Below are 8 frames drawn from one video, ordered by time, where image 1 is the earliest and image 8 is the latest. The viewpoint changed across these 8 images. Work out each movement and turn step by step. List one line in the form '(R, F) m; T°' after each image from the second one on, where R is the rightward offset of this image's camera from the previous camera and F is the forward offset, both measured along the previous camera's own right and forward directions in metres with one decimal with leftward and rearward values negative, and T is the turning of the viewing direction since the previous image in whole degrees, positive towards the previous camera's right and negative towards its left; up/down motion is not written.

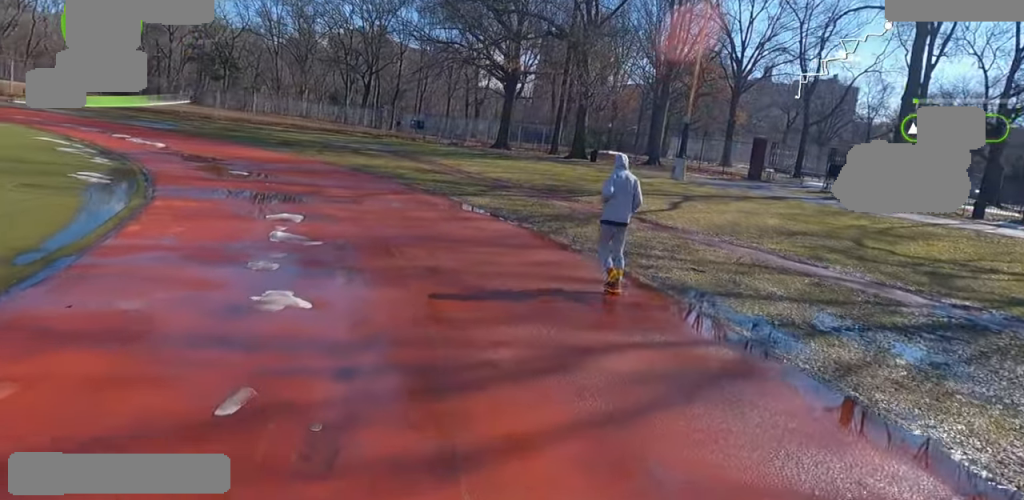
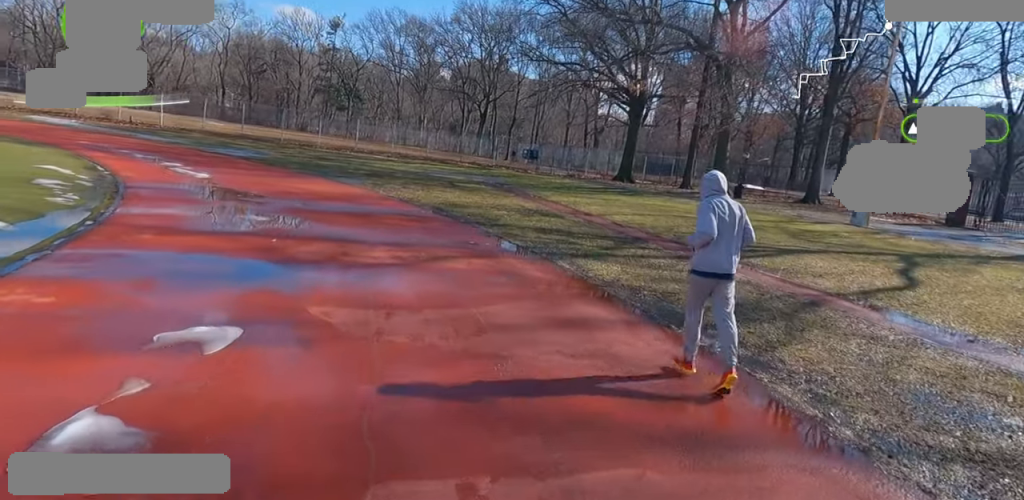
(+0.6, +6.2) m; +2°
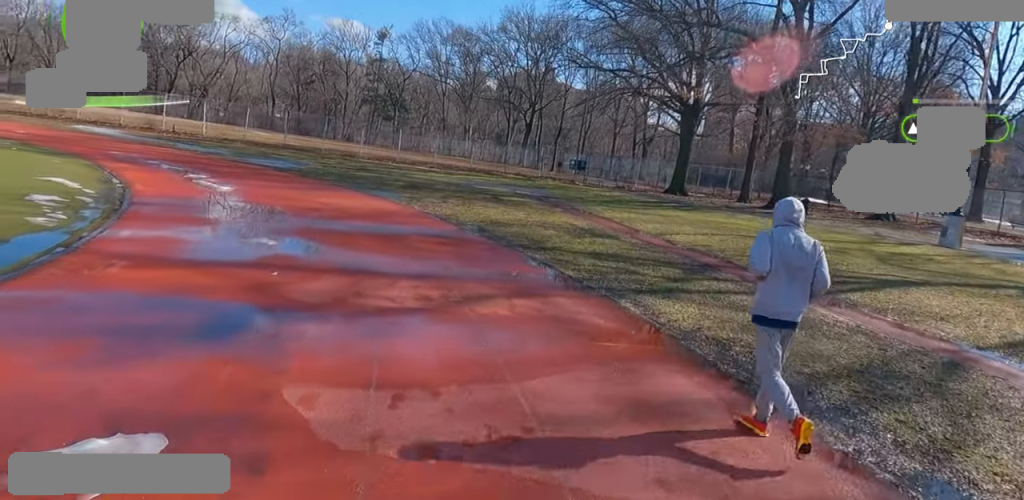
(+0.1, +2.0) m; -5°
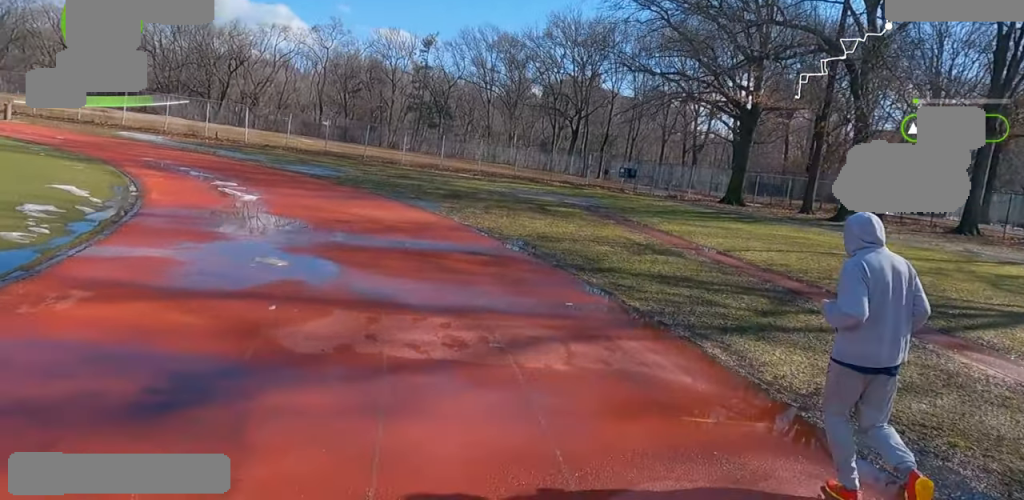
(-0.1, +1.9) m; -8°
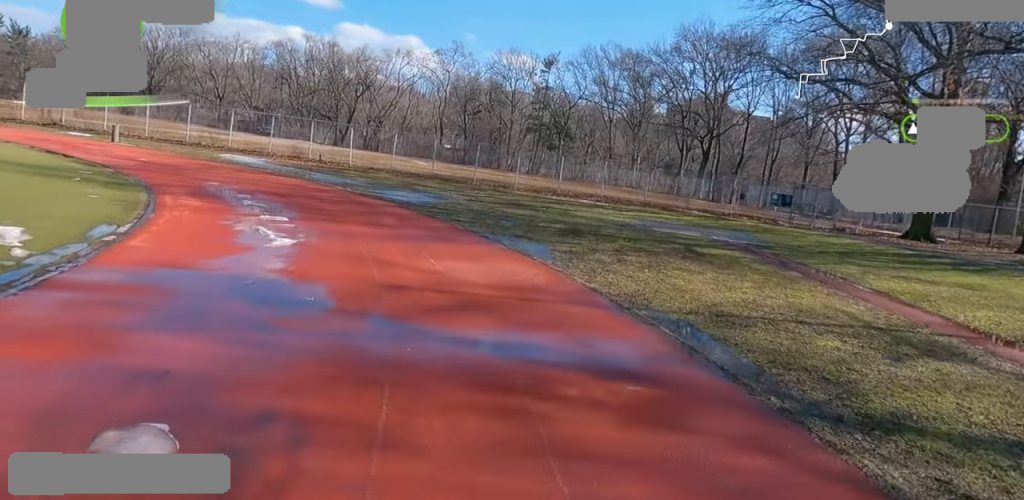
(-1.4, +5.5) m; -27°
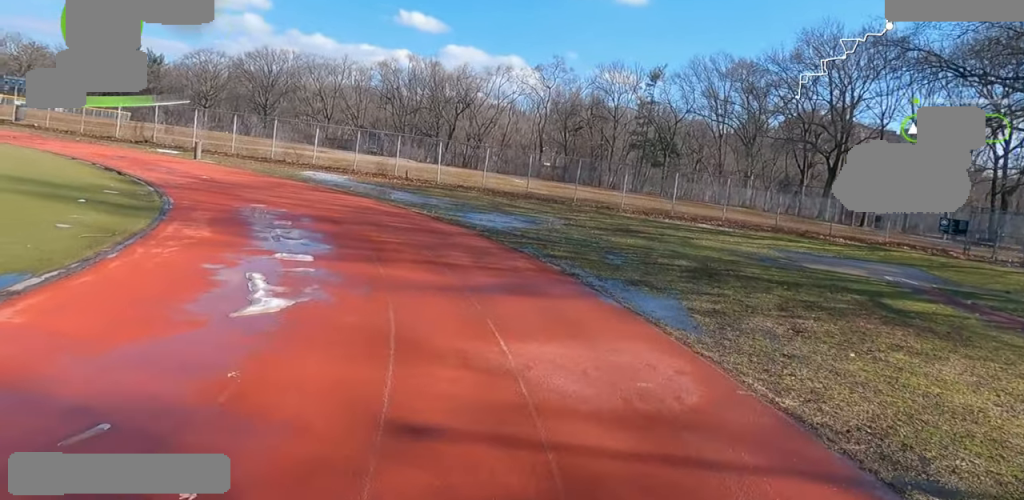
(-0.6, +4.9) m; -9°
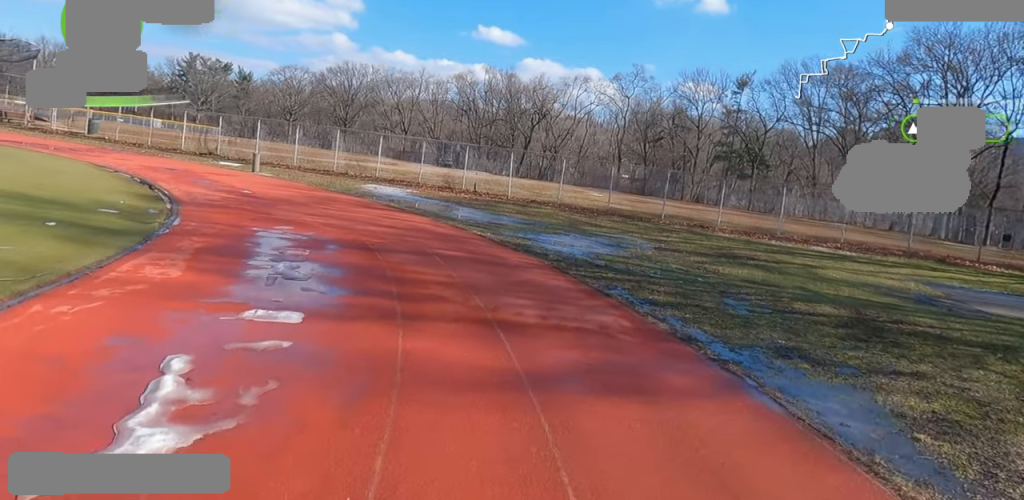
(0.0, +4.1) m; -1°
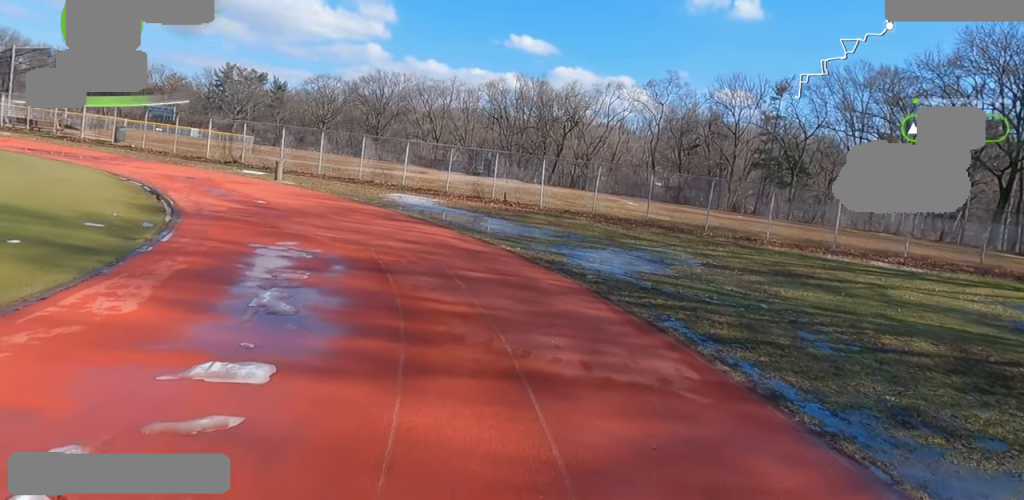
(0.0, +1.9) m; 0°
